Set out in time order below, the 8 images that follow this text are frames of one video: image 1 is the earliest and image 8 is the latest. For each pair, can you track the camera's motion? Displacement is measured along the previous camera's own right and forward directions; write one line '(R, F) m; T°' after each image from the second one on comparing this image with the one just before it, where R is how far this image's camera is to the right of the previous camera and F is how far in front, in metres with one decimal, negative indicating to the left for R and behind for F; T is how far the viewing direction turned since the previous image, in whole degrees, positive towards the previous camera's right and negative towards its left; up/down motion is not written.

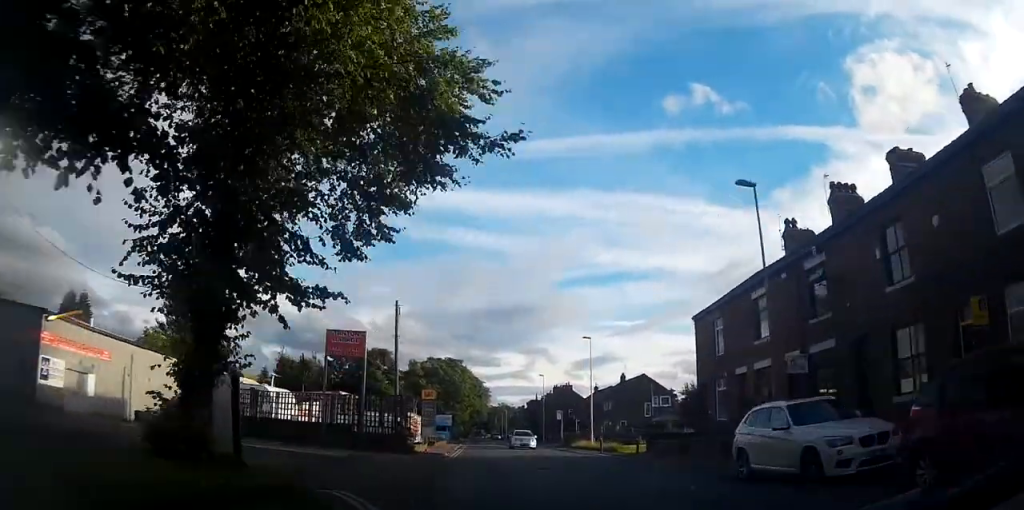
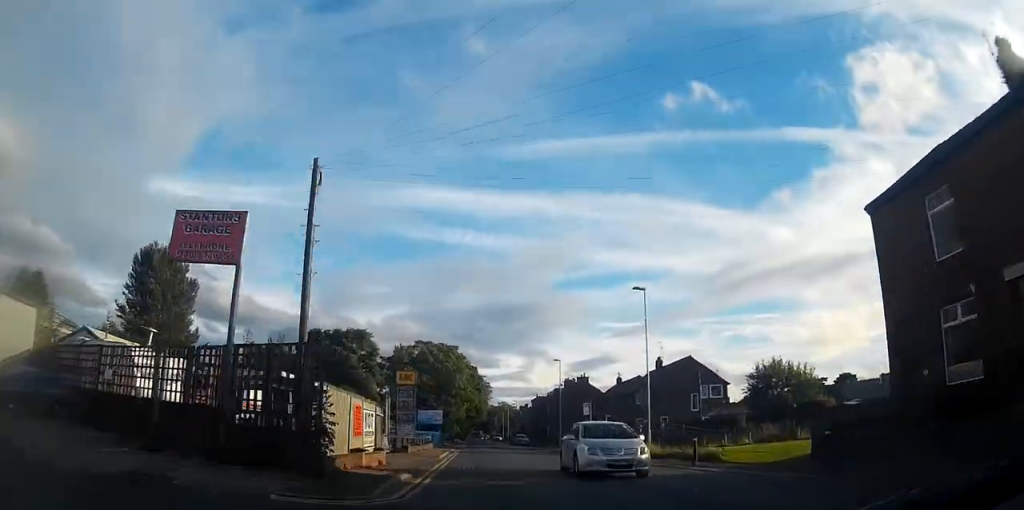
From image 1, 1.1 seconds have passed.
(-0.1, +16.1) m; 0°
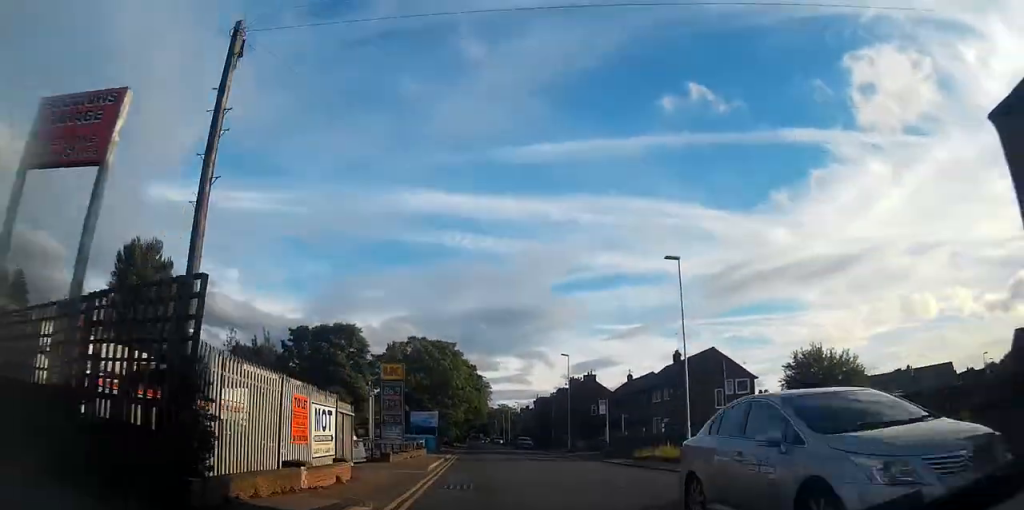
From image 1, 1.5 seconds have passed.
(0.0, +5.9) m; 0°
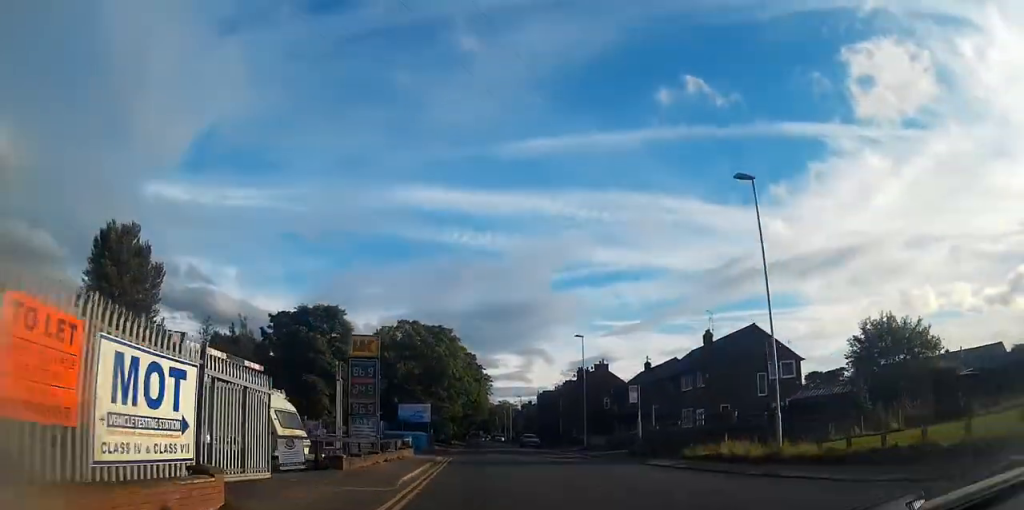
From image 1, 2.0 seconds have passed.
(+0.1, +7.8) m; 0°
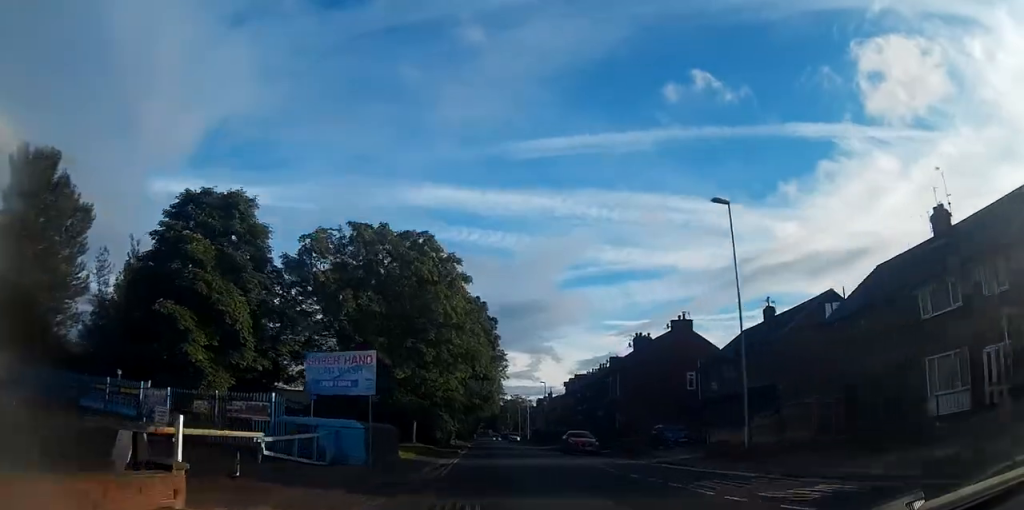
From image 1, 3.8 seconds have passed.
(-0.1, +26.4) m; 0°
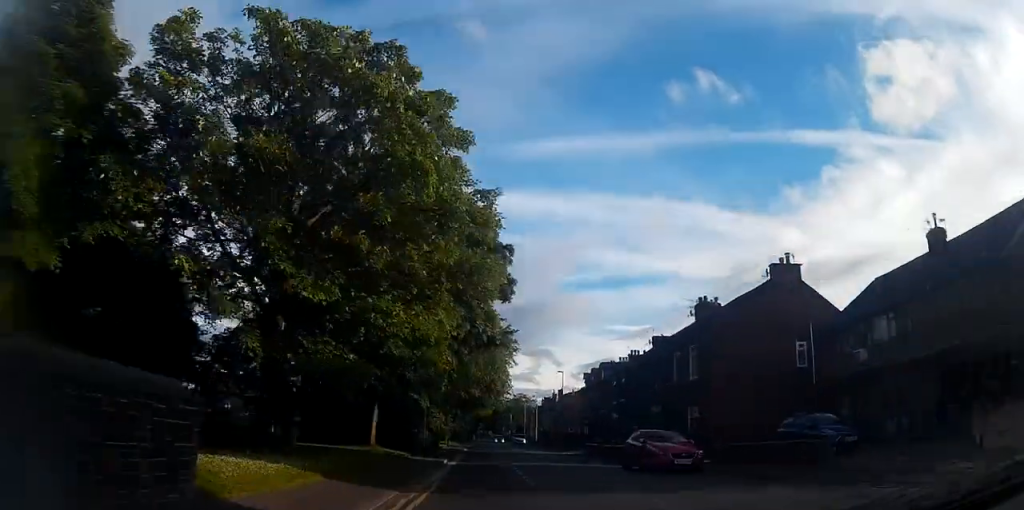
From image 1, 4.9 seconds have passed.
(+0.1, +16.6) m; 0°
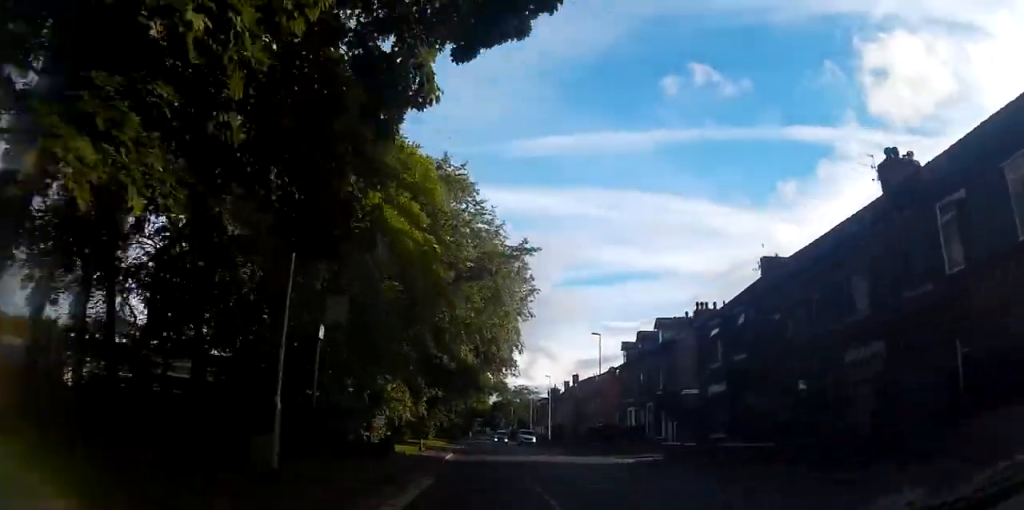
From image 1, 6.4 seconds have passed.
(0.0, +22.1) m; -1°
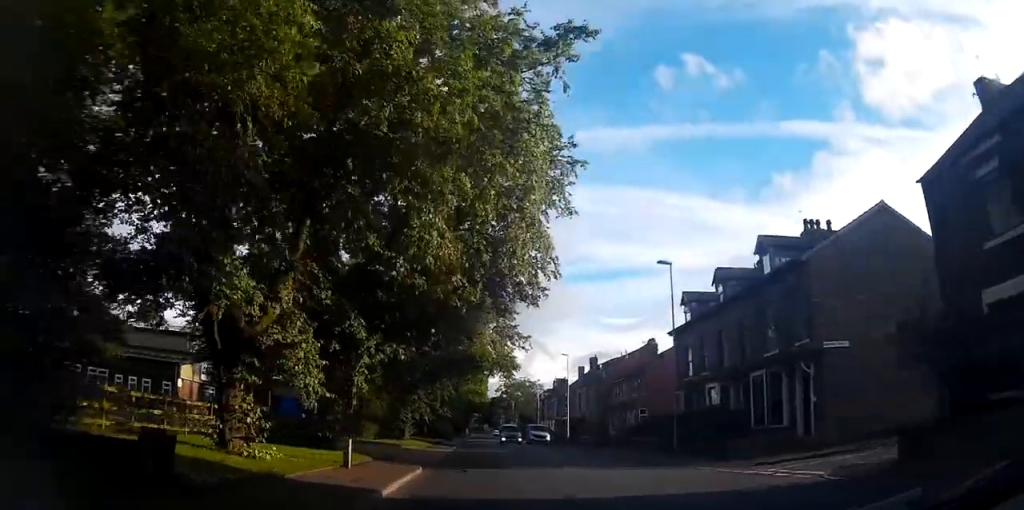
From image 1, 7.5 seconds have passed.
(-0.2, +17.3) m; -1°
